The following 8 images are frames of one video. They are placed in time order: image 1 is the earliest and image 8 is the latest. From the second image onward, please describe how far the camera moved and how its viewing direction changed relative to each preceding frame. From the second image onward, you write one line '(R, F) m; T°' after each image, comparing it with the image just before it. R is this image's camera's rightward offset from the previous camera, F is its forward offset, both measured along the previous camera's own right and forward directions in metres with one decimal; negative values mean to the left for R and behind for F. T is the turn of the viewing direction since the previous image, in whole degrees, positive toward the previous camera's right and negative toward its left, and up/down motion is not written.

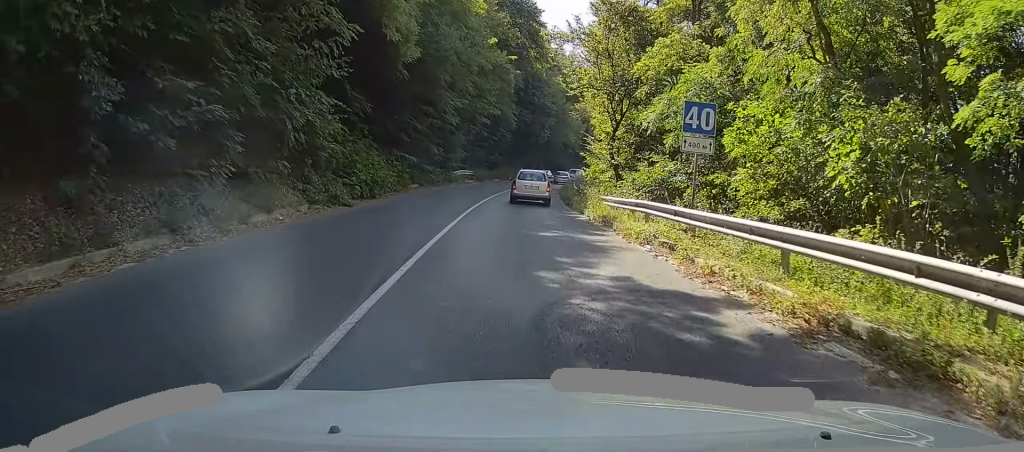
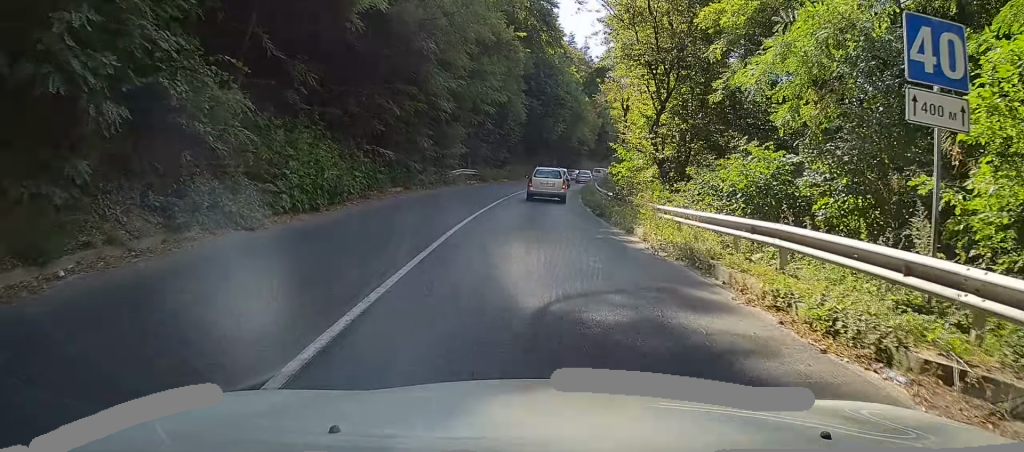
(-0.1, +8.7) m; -2°
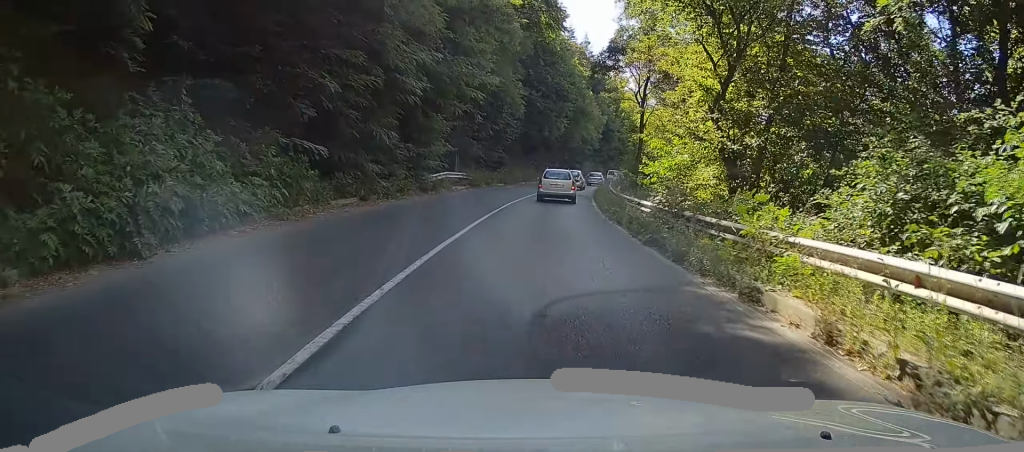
(-0.2, +8.5) m; -1°
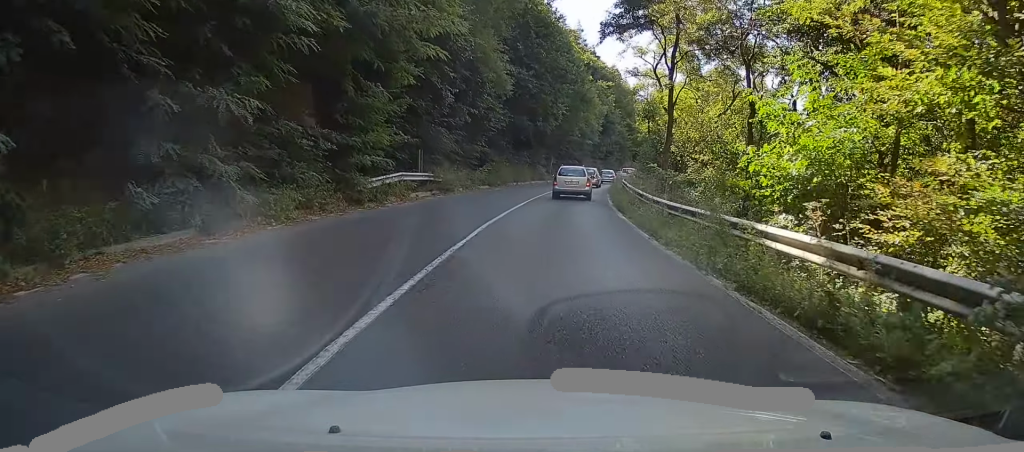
(0.0, +11.0) m; +1°
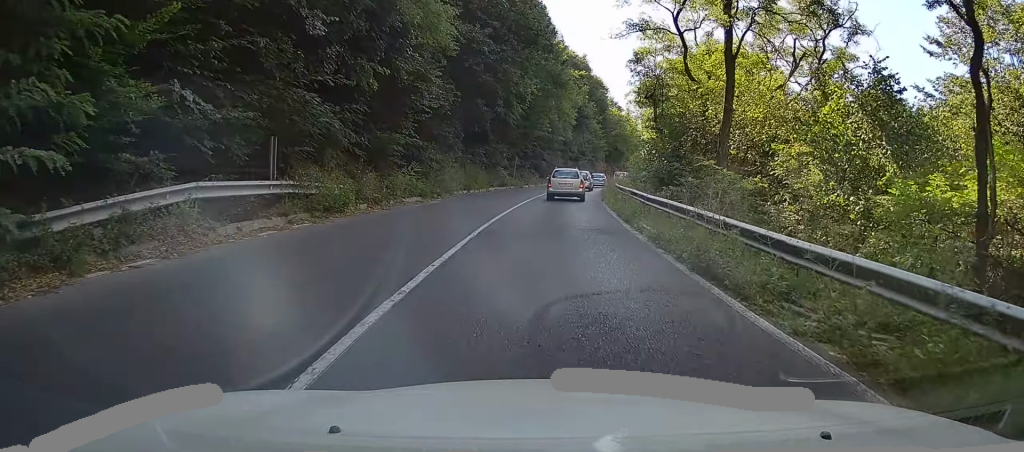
(+0.2, +14.0) m; +3°
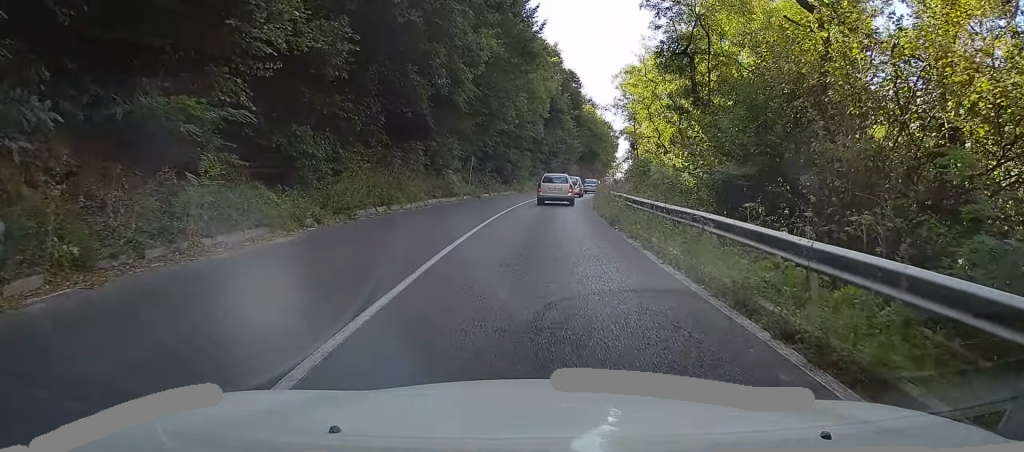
(+0.4, +13.1) m; +4°
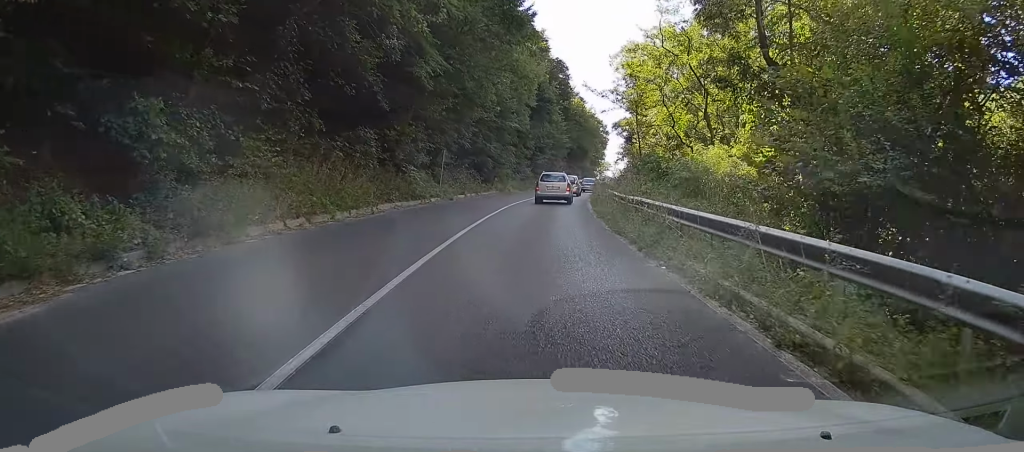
(+0.2, +7.0) m; 0°
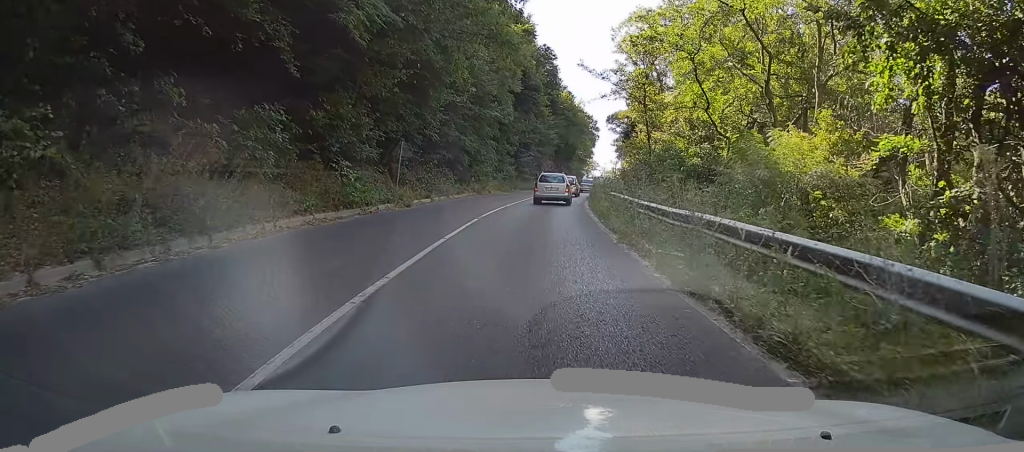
(-0.1, +7.7) m; +1°
